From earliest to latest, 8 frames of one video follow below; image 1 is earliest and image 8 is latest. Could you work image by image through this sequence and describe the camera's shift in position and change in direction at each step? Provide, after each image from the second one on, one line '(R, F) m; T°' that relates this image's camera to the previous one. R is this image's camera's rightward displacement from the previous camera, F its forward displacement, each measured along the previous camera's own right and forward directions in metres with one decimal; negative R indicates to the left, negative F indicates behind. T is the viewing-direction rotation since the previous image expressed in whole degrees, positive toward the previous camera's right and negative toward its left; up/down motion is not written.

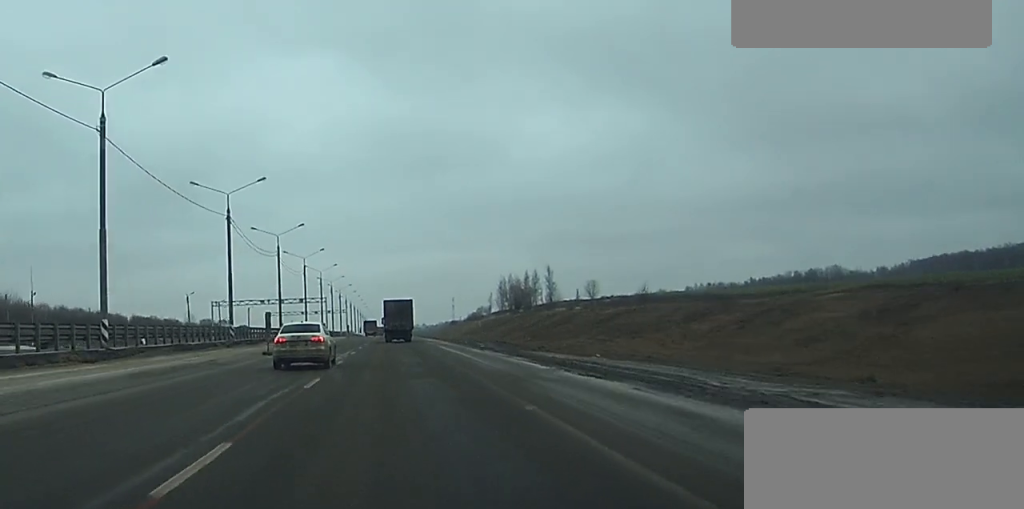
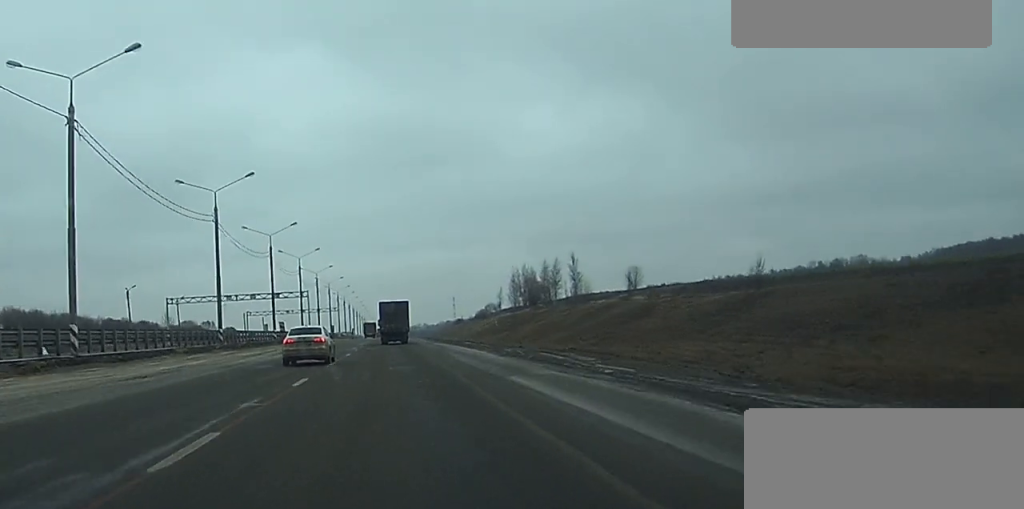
(+0.1, +35.5) m; 0°
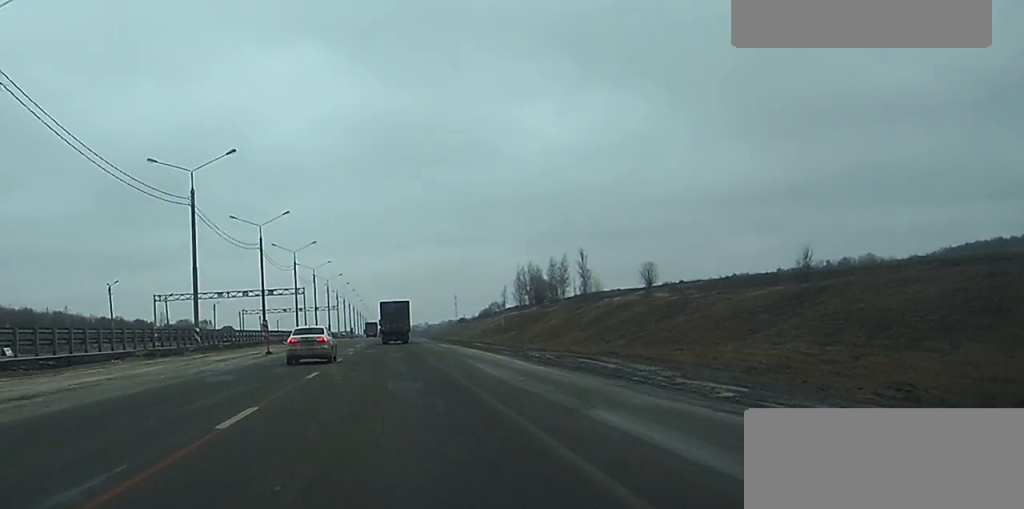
(0.0, +8.7) m; 0°
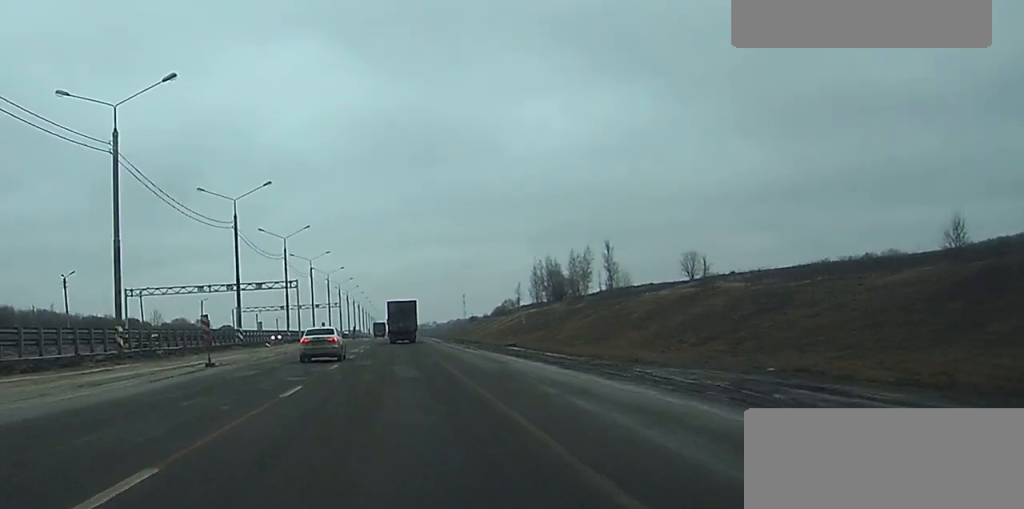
(0.0, +18.5) m; 0°
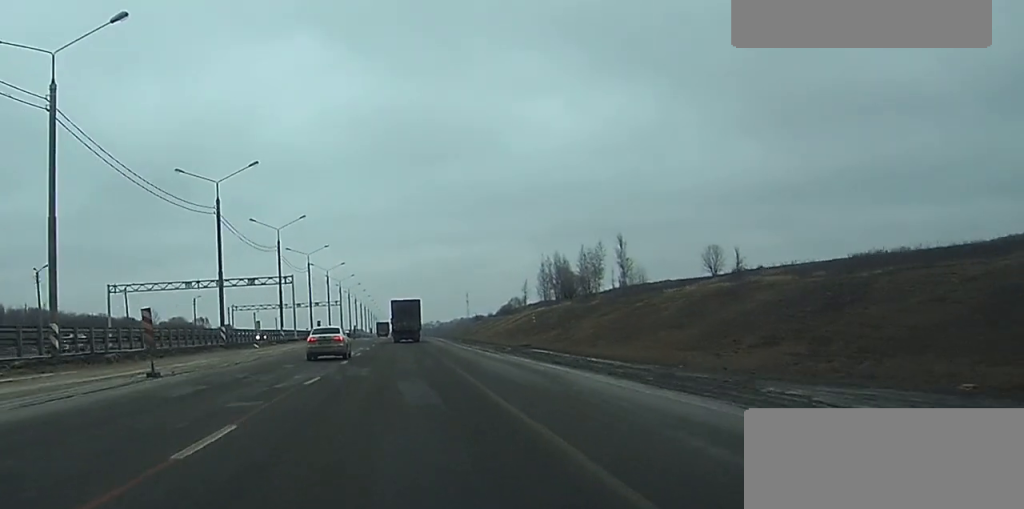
(0.0, +8.6) m; 0°
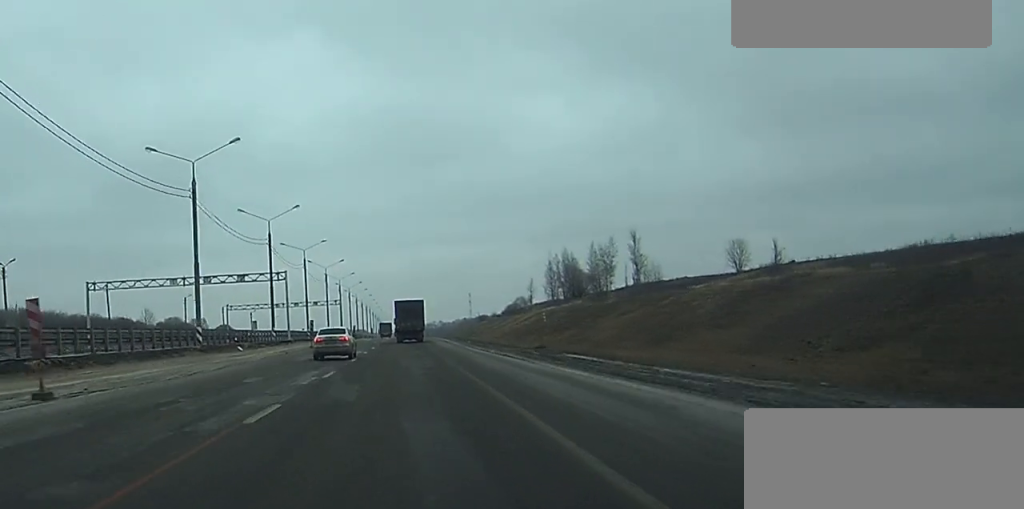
(0.0, +8.5) m; 0°
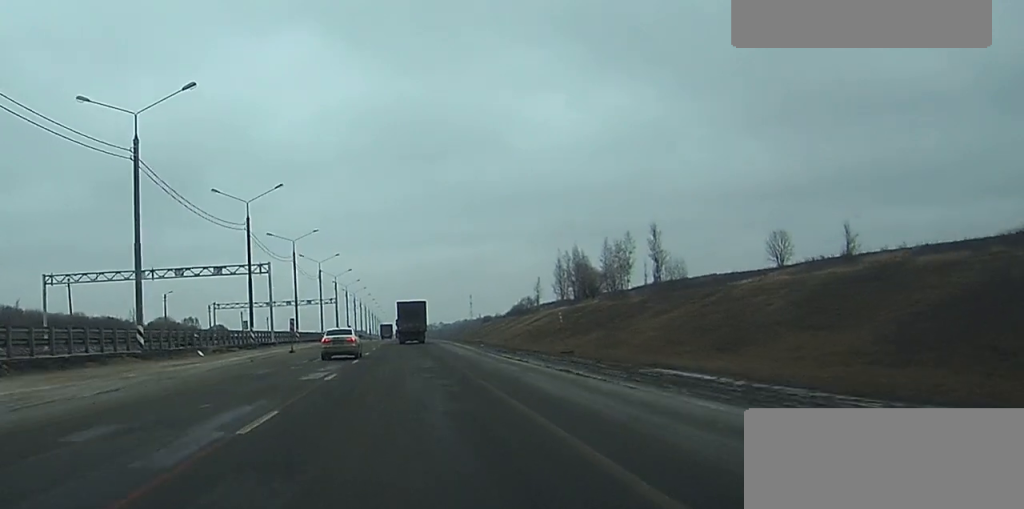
(0.0, +13.1) m; 0°
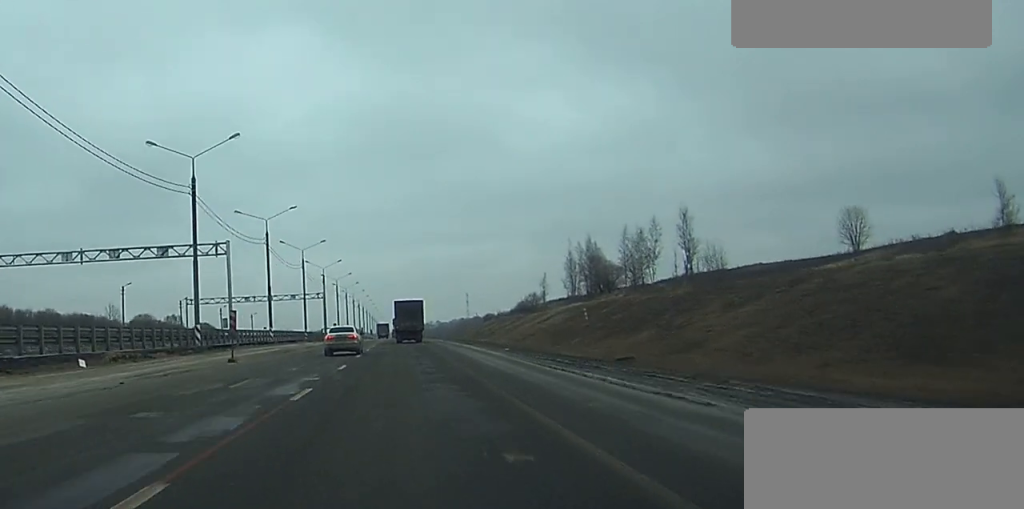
(0.0, +18.9) m; 0°
